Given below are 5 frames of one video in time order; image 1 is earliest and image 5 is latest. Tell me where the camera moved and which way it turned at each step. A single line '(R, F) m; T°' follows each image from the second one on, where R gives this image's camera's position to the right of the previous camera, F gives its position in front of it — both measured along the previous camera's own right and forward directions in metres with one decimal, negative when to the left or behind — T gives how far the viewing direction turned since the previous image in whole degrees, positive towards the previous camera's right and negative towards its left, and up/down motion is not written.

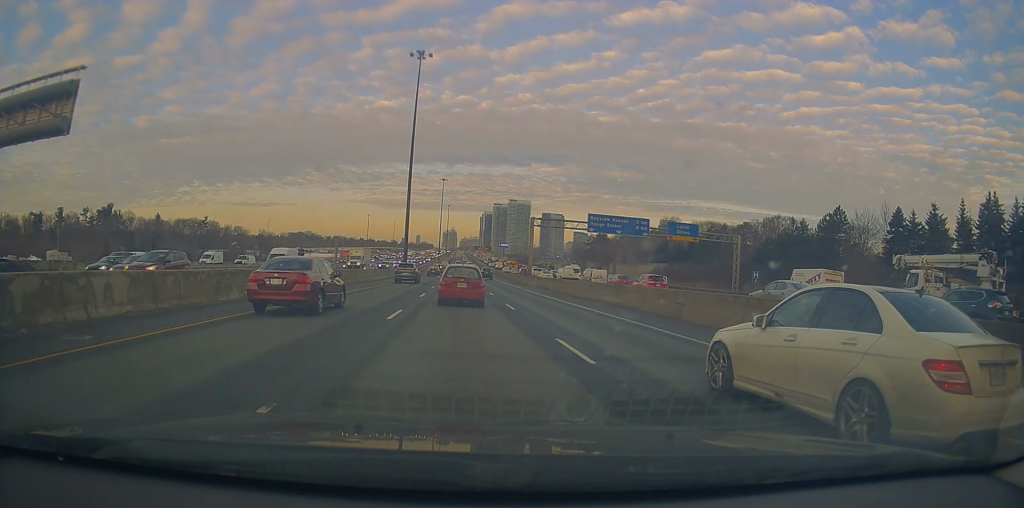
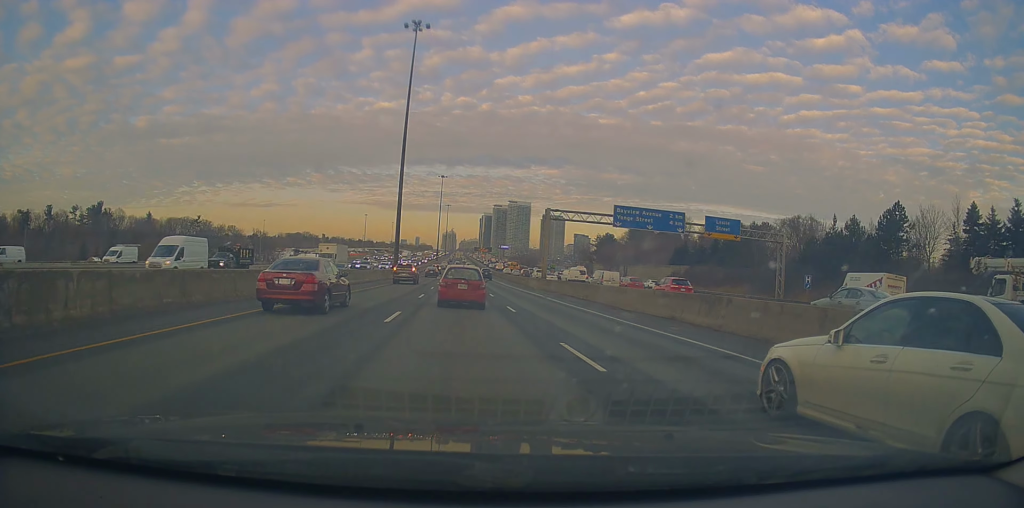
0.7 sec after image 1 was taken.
(+0.1, +12.0) m; -1°
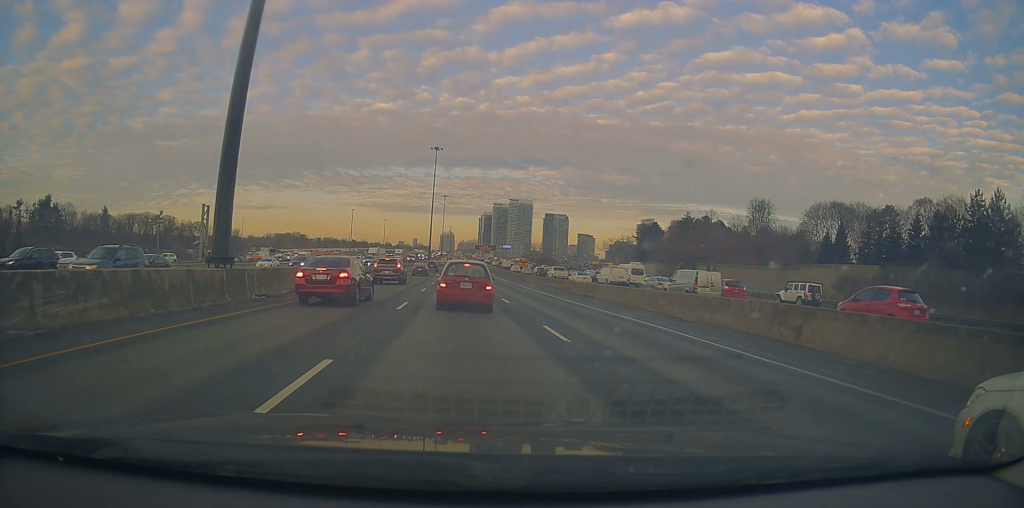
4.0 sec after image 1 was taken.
(+2.0, +57.9) m; +2°
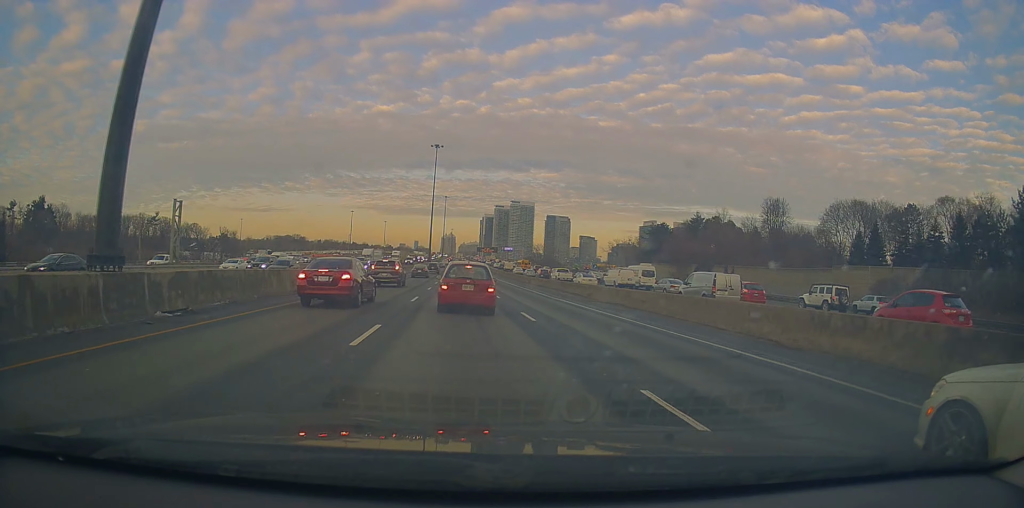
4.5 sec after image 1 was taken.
(0.0, +7.8) m; 0°
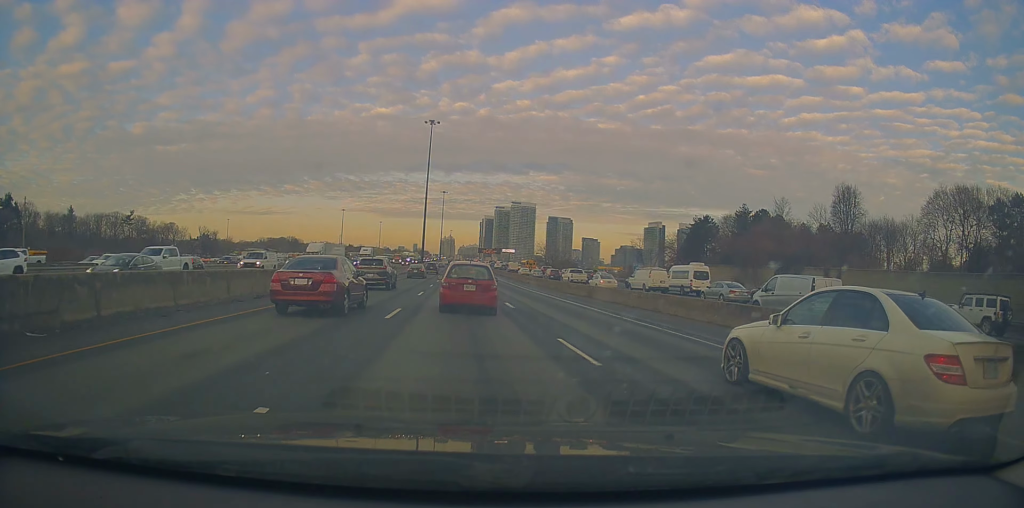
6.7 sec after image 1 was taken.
(-1.2, +32.8) m; -1°
